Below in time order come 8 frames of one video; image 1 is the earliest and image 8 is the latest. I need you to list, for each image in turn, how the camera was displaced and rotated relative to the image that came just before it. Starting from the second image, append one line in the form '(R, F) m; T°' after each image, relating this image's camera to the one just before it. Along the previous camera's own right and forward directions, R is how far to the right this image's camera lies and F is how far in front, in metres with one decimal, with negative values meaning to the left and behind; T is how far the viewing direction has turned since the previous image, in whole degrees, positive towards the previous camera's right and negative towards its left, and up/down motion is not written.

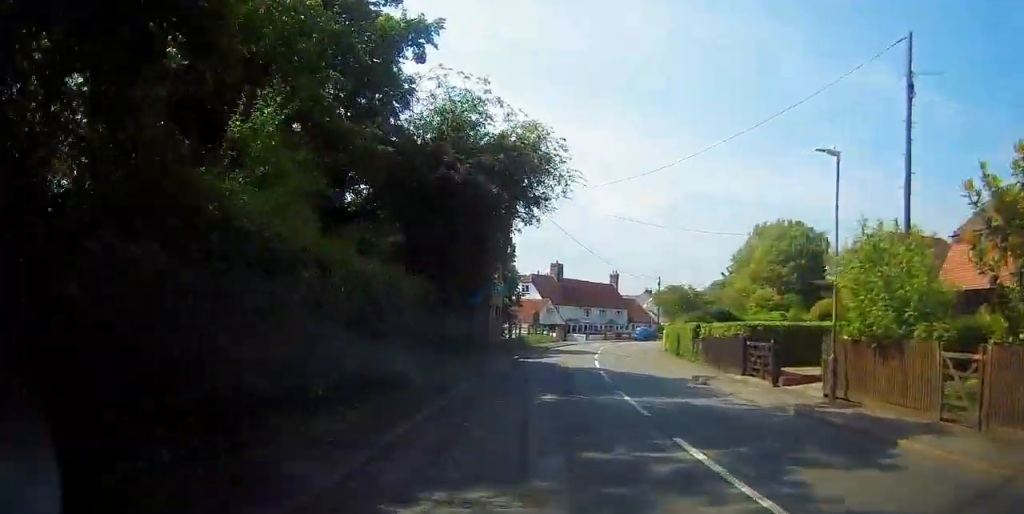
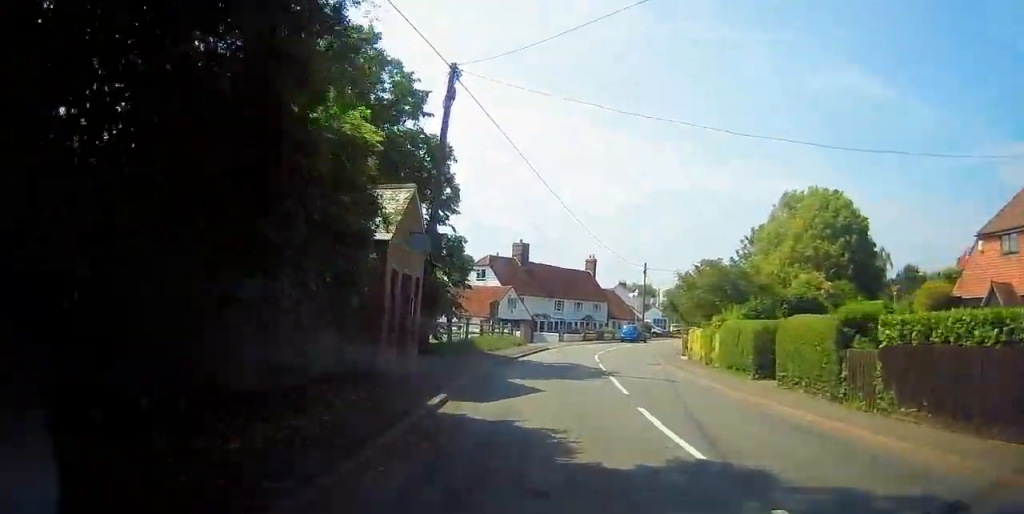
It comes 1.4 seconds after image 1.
(+0.8, +15.8) m; +6°
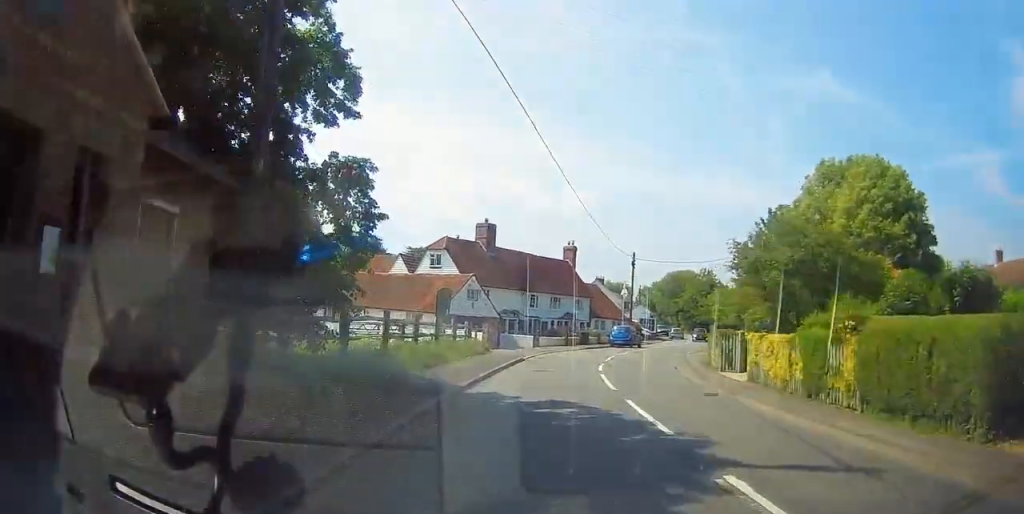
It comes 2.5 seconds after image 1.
(+0.1, +11.6) m; +2°
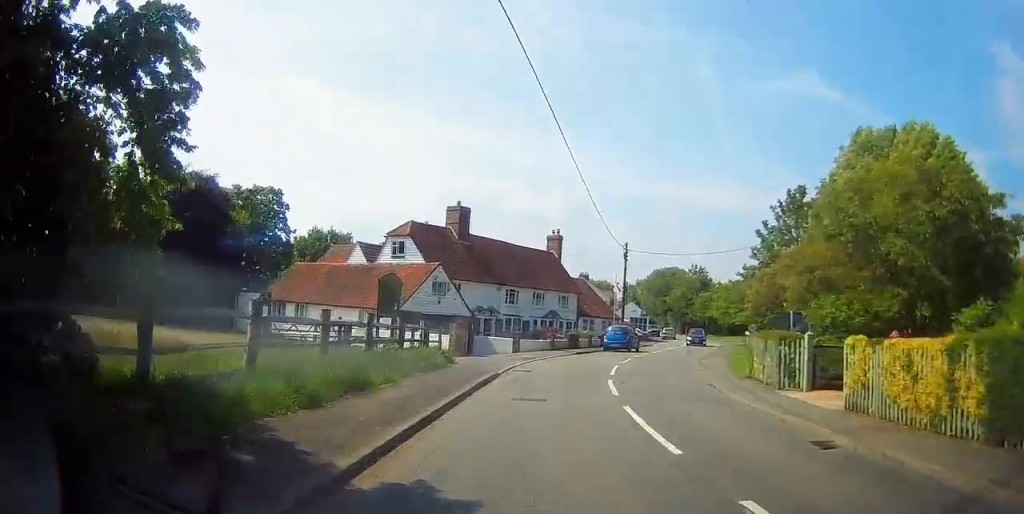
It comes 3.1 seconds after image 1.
(+0.1, +6.8) m; +3°
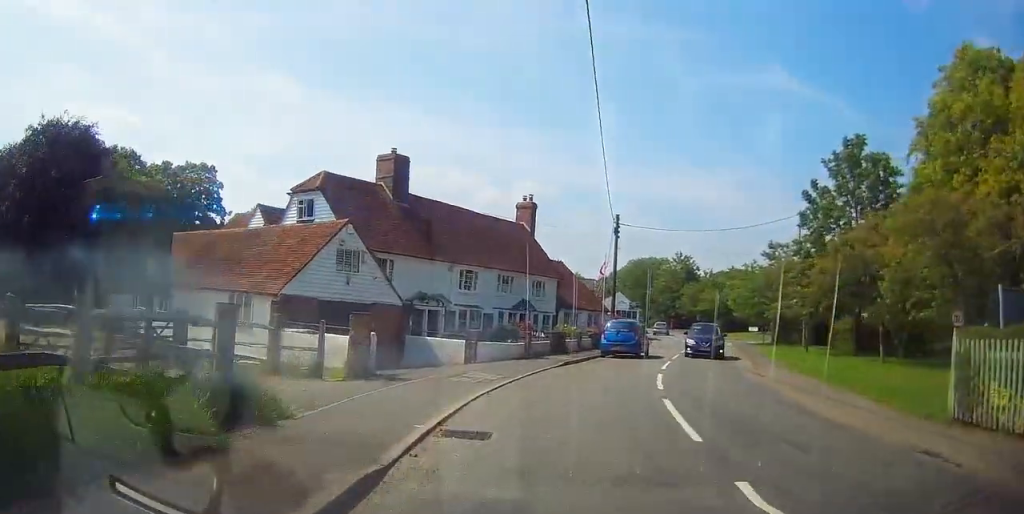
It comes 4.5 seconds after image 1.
(+0.6, +12.2) m; +6°
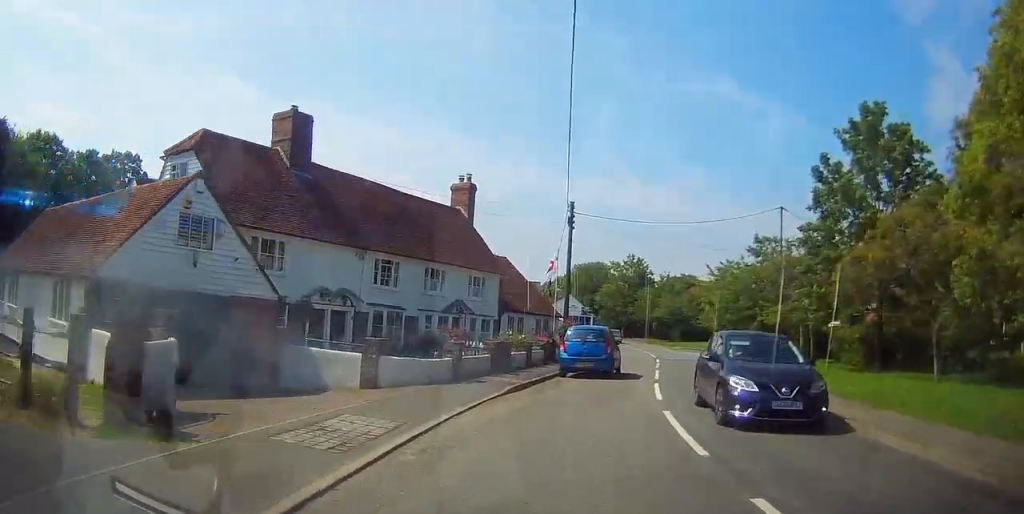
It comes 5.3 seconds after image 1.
(+0.2, +7.0) m; +7°
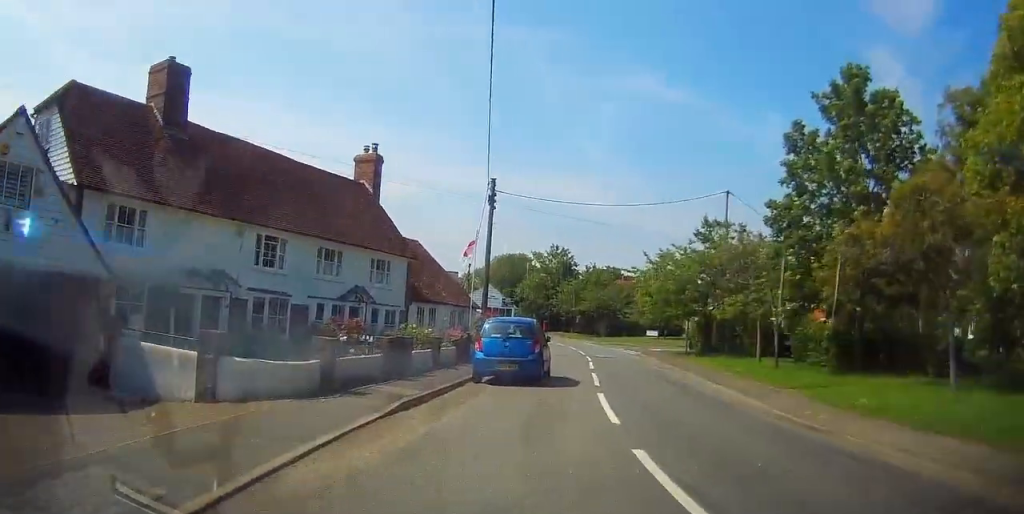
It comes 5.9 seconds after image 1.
(+0.4, +4.5) m; +3°
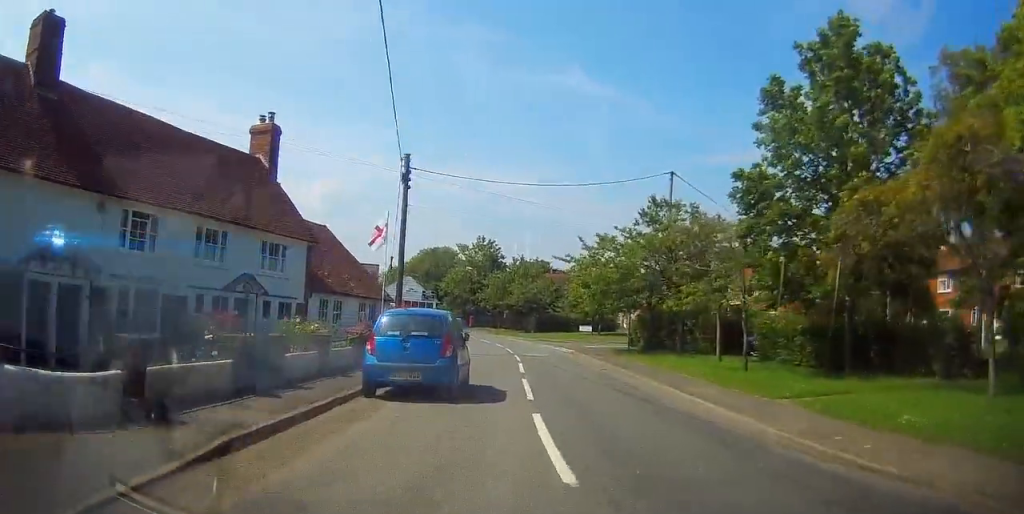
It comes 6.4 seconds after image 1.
(+0.4, +4.3) m; +2°
